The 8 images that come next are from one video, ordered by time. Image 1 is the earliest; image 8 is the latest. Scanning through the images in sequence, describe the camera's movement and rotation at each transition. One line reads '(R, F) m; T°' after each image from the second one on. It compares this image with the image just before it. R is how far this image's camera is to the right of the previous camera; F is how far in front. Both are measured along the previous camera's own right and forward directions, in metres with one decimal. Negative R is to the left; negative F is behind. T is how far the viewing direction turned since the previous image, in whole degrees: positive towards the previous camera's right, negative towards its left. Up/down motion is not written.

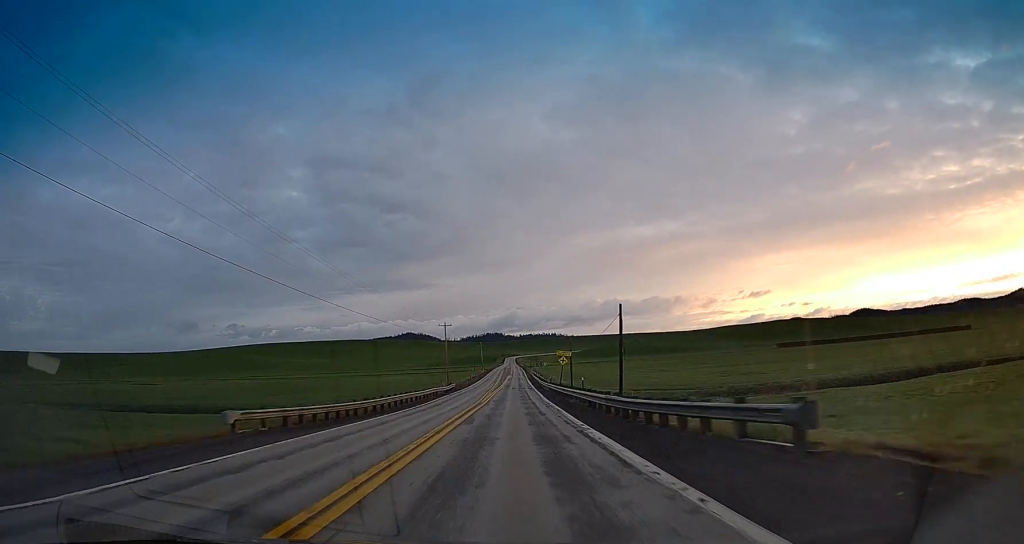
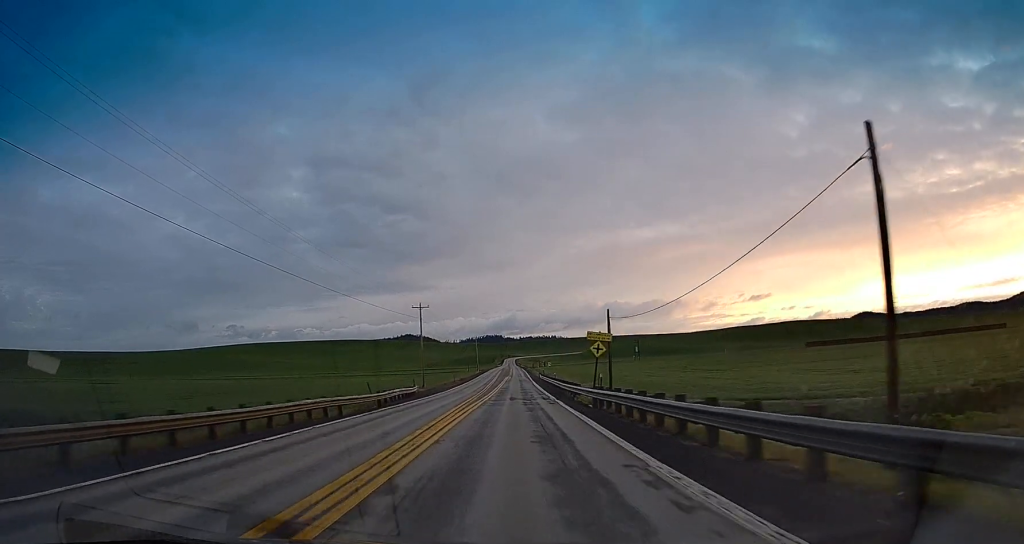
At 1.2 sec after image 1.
(0.0, +32.5) m; 0°
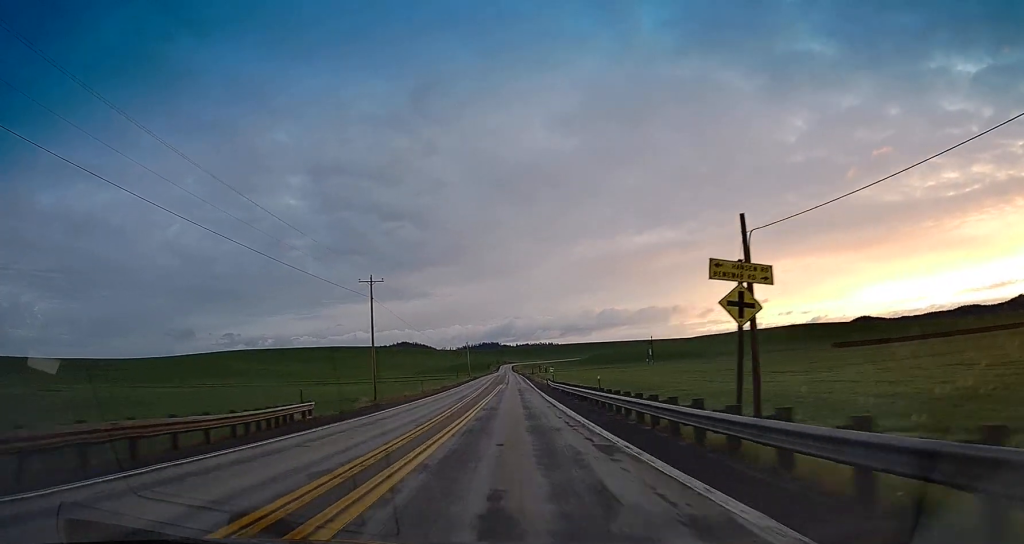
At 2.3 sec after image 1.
(0.0, +29.8) m; 0°
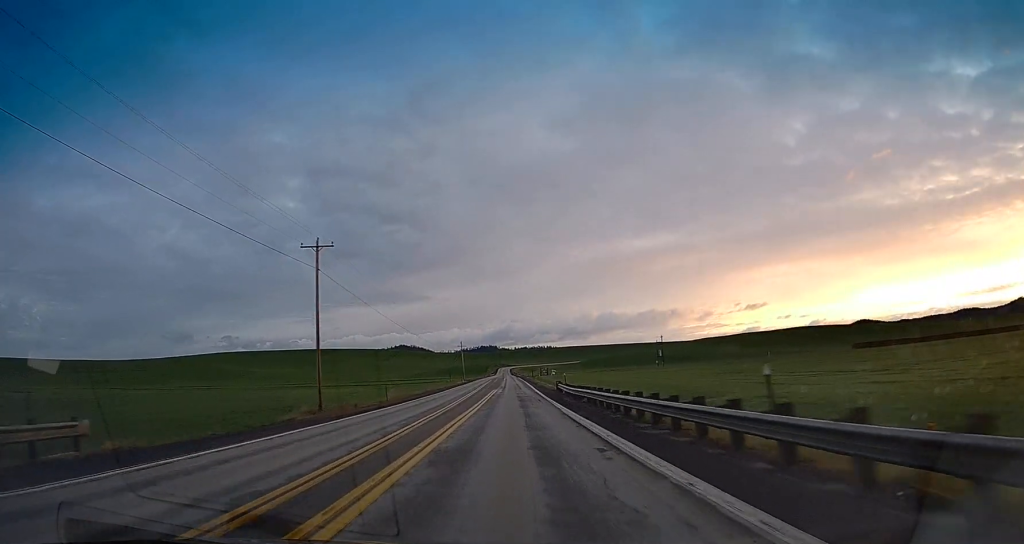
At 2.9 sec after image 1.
(0.0, +17.2) m; 0°
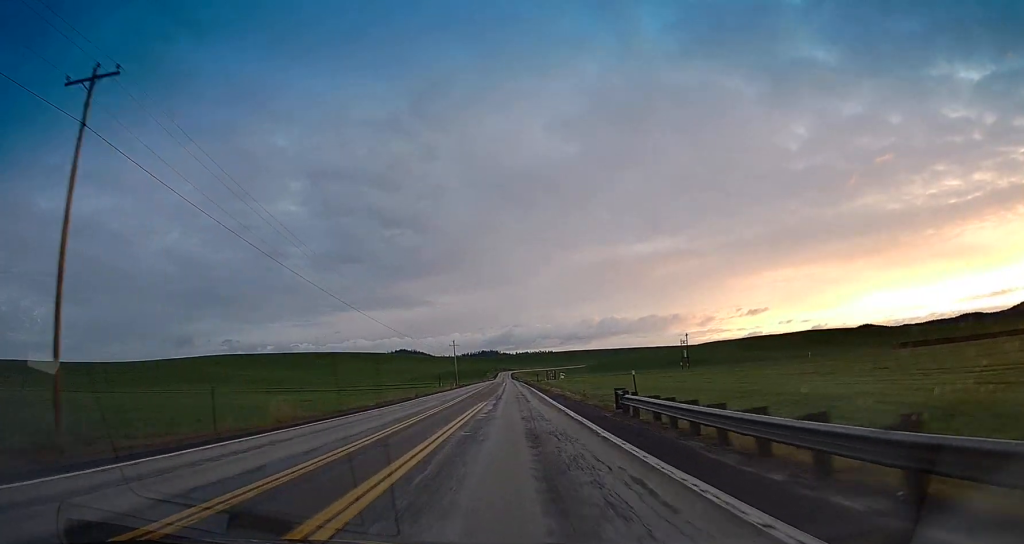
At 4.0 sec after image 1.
(0.0, +28.0) m; 0°
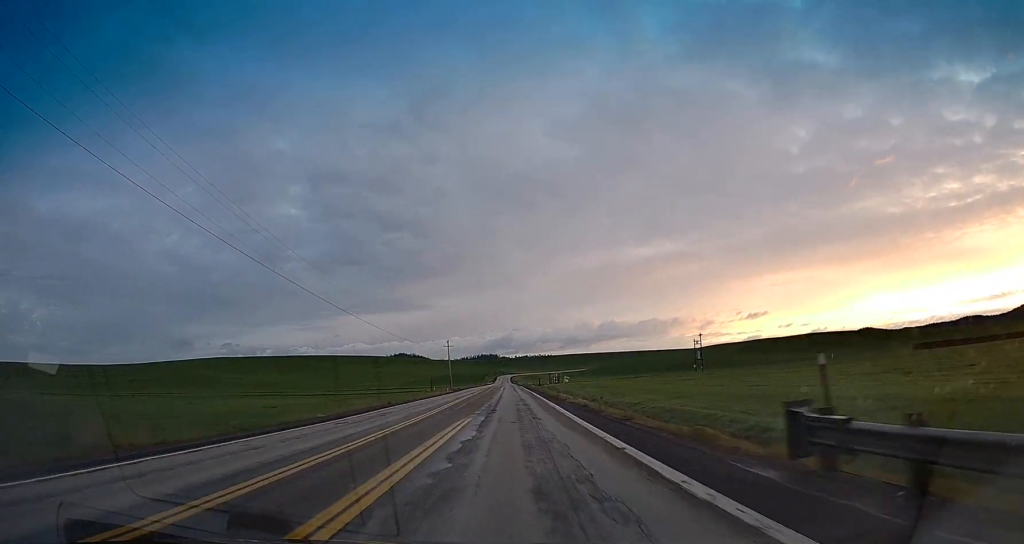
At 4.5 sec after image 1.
(0.0, +13.4) m; 0°
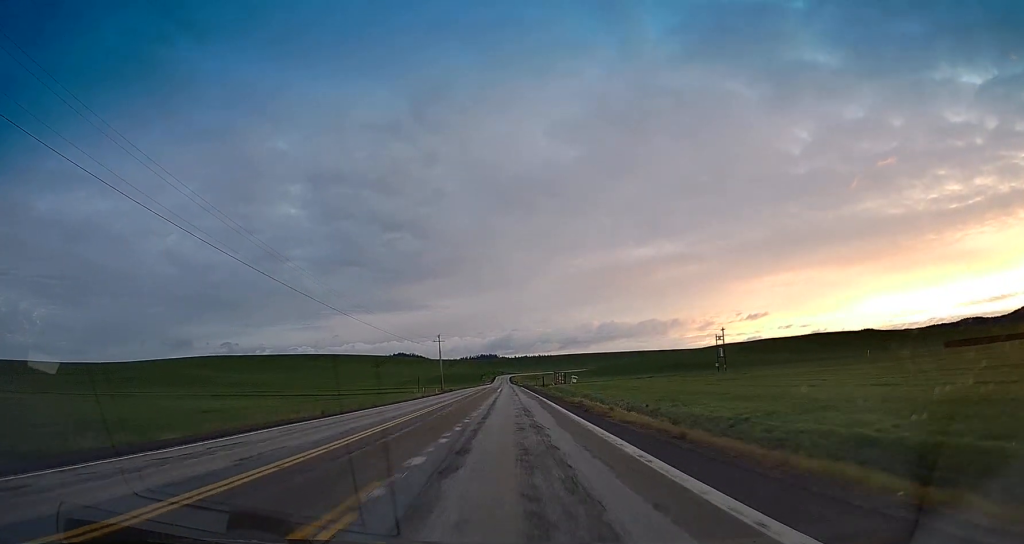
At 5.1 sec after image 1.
(0.0, +17.8) m; 0°
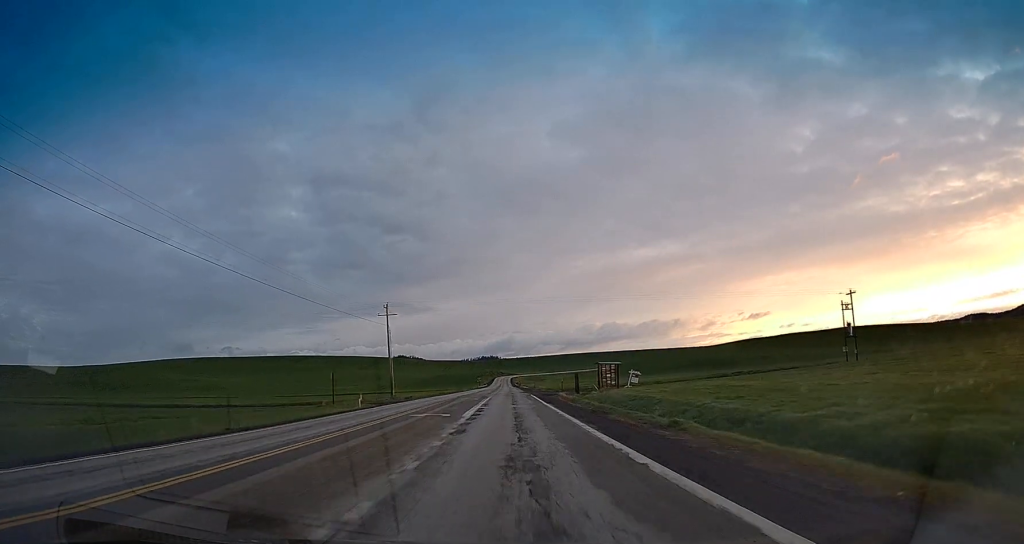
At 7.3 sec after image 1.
(+0.7, +56.7) m; 0°
